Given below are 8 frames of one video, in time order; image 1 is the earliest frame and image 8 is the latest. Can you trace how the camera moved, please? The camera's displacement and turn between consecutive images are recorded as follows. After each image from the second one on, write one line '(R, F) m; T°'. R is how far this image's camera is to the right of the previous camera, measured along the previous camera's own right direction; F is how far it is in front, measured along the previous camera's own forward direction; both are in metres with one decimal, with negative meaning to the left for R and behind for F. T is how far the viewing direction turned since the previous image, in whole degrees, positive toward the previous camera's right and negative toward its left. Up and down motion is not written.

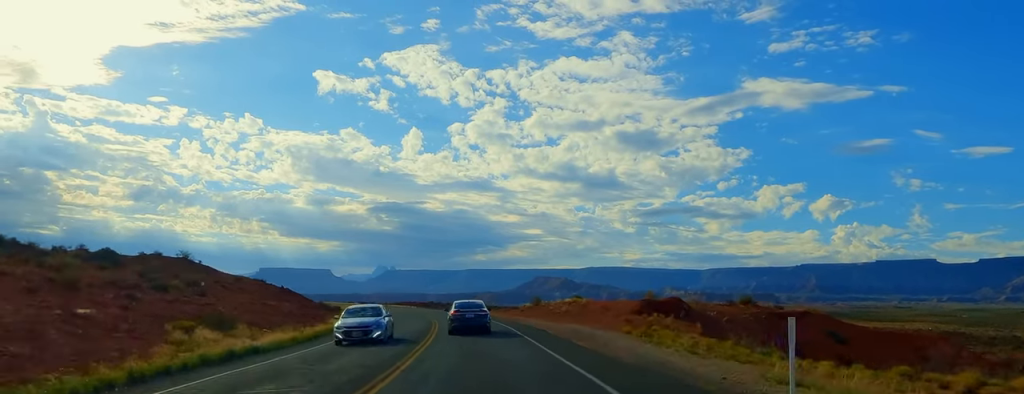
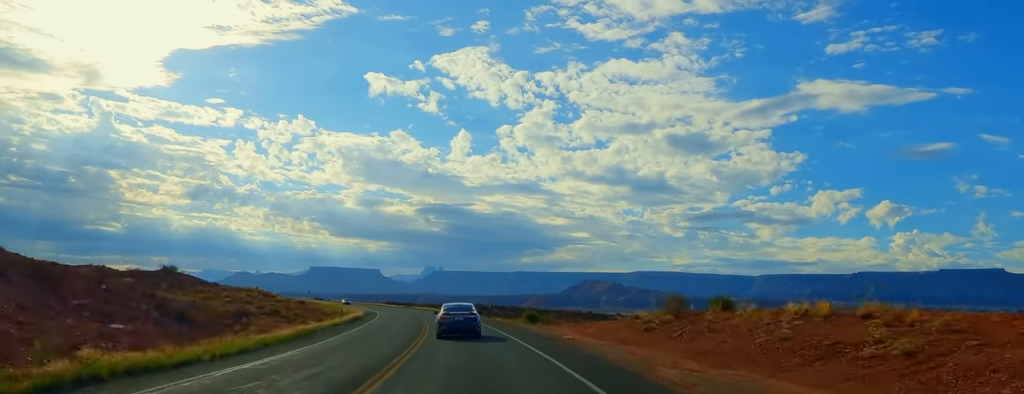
(-1.7, +41.1) m; -5°
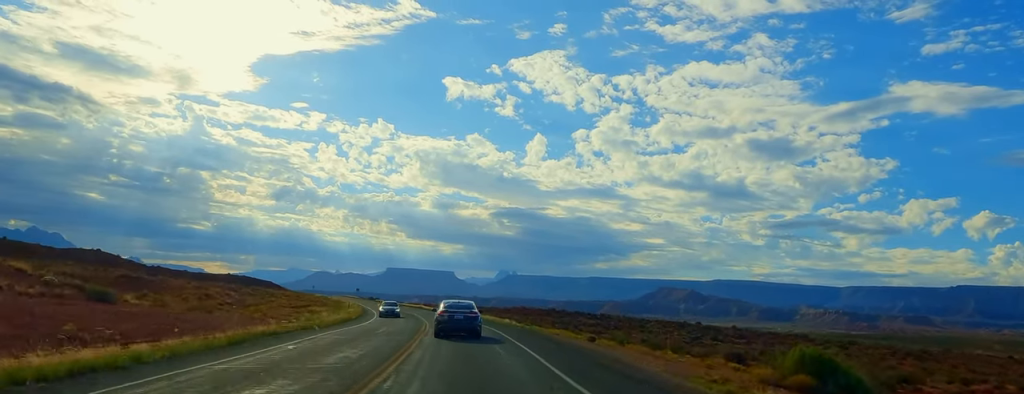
(-3.0, +58.5) m; -6°
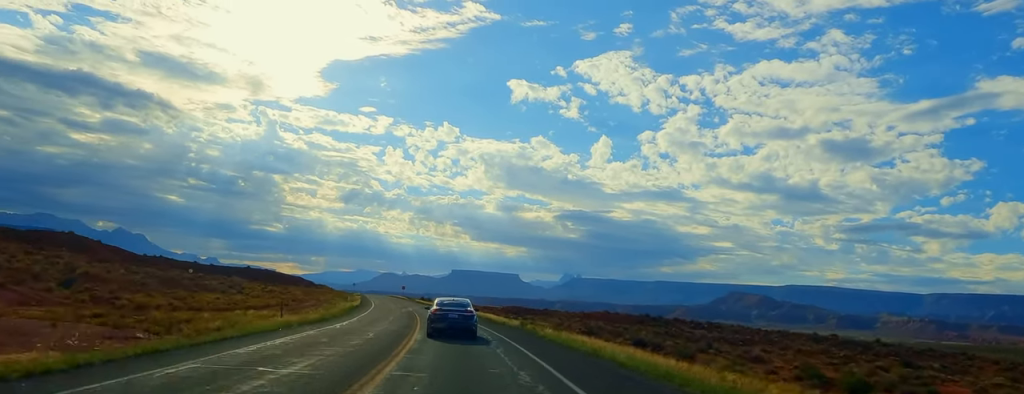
(-2.1, +50.0) m; -4°
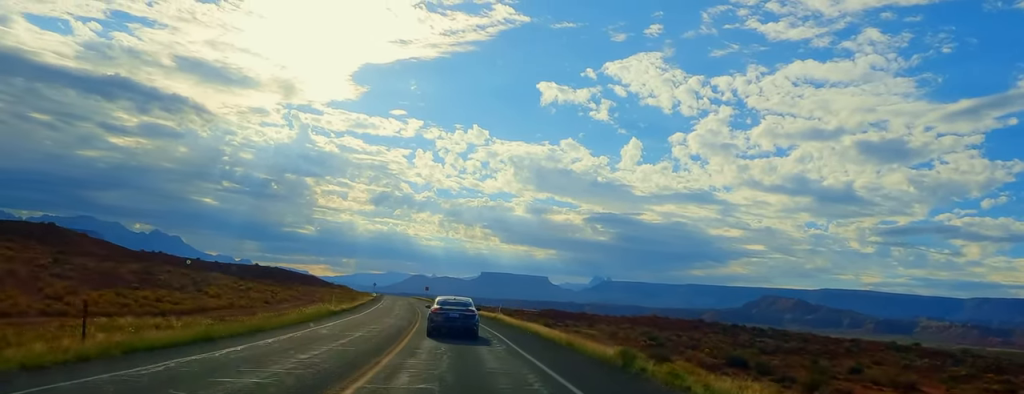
(-0.2, +21.3) m; -2°
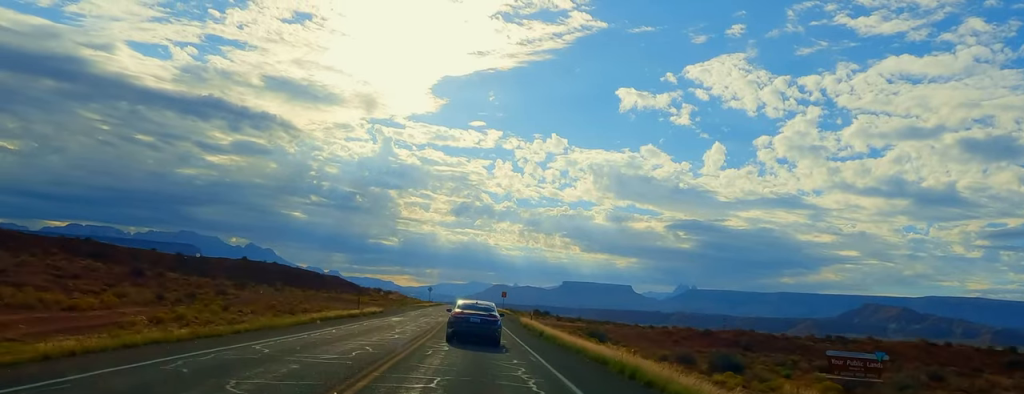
(-3.4, +70.8) m; -4°
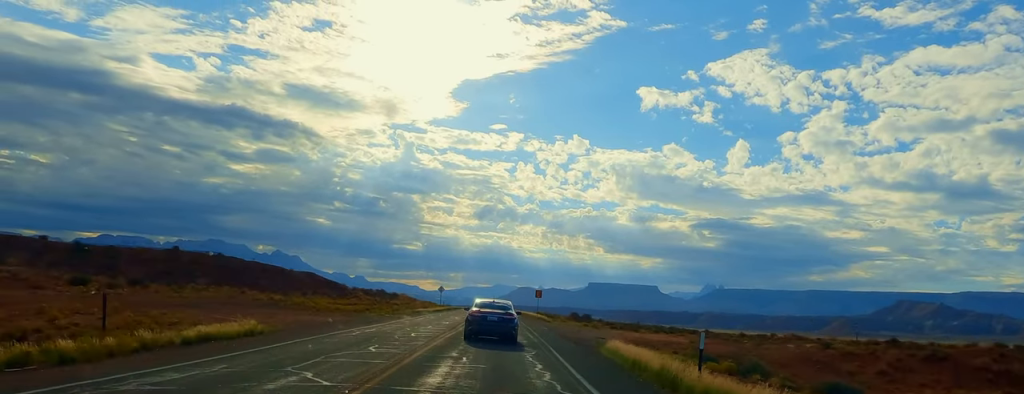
(-0.3, +36.4) m; 0°
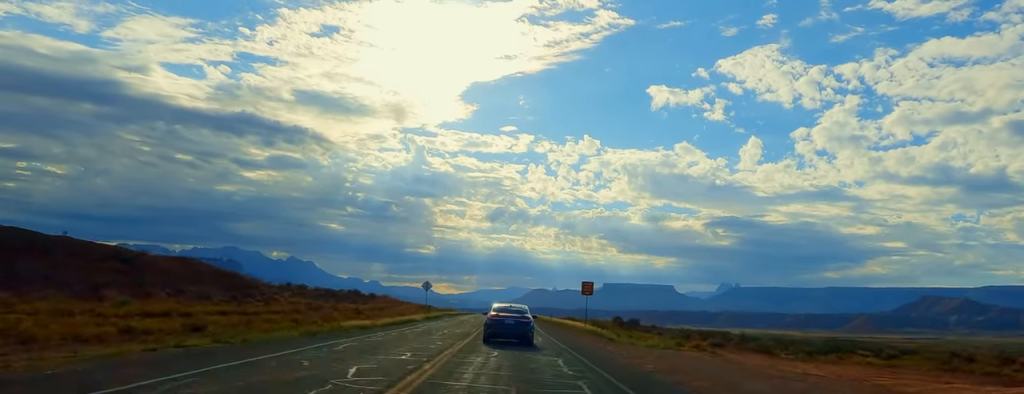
(-0.1, +43.3) m; 0°
